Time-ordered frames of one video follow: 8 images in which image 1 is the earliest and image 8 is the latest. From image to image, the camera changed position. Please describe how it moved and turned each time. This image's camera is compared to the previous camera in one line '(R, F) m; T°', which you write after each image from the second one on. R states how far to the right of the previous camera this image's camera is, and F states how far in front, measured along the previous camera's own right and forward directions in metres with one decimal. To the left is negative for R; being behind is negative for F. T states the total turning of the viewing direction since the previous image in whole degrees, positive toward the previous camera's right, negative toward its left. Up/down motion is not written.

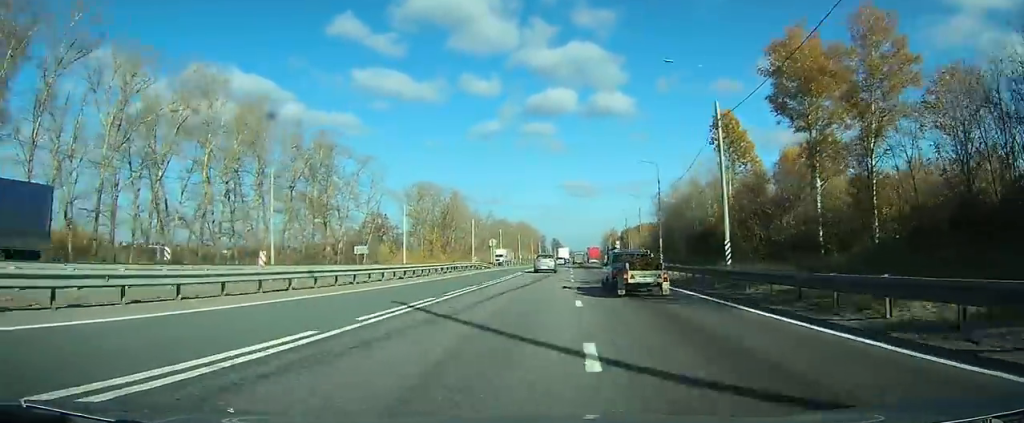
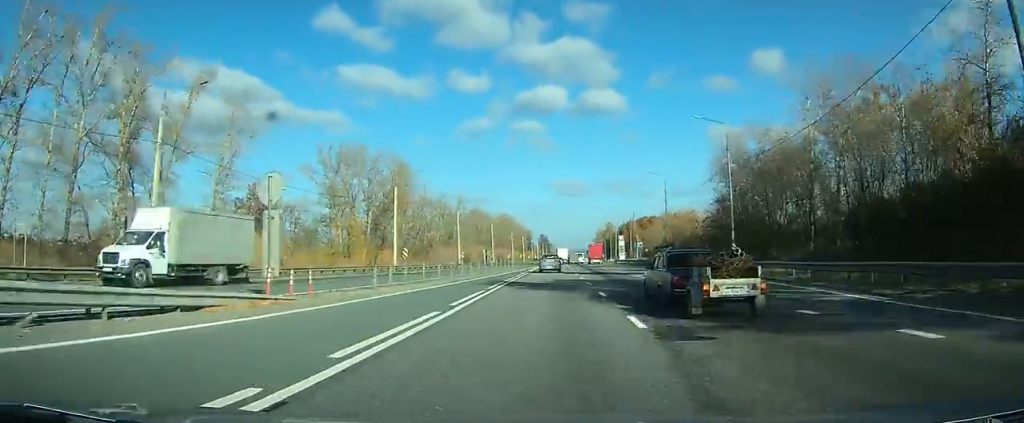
(0.0, +49.7) m; 0°
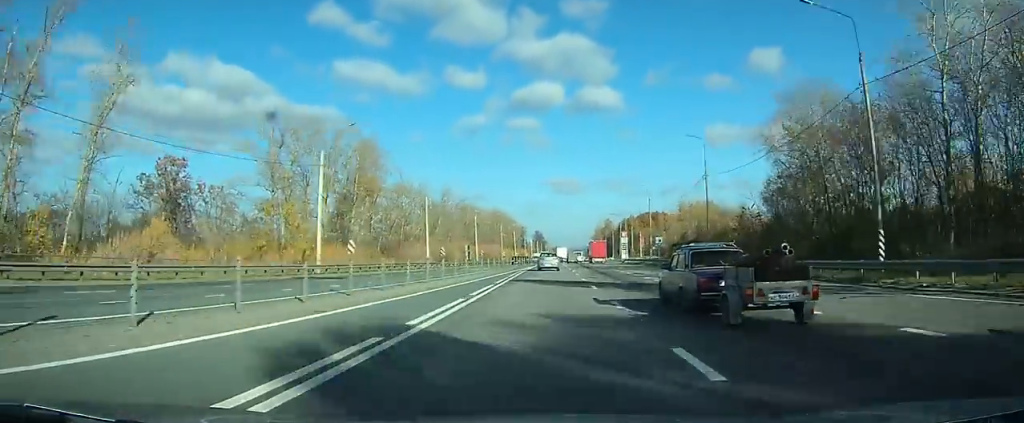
(0.0, +19.4) m; 0°
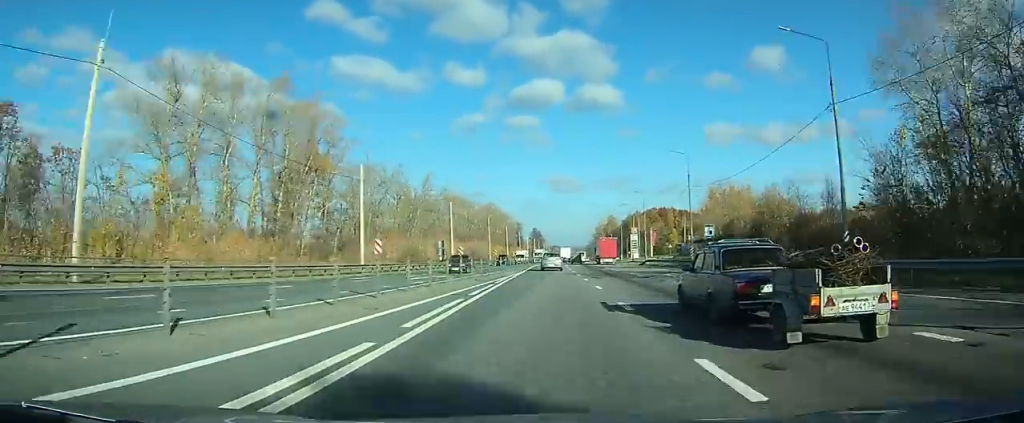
(+0.1, +23.4) m; 0°
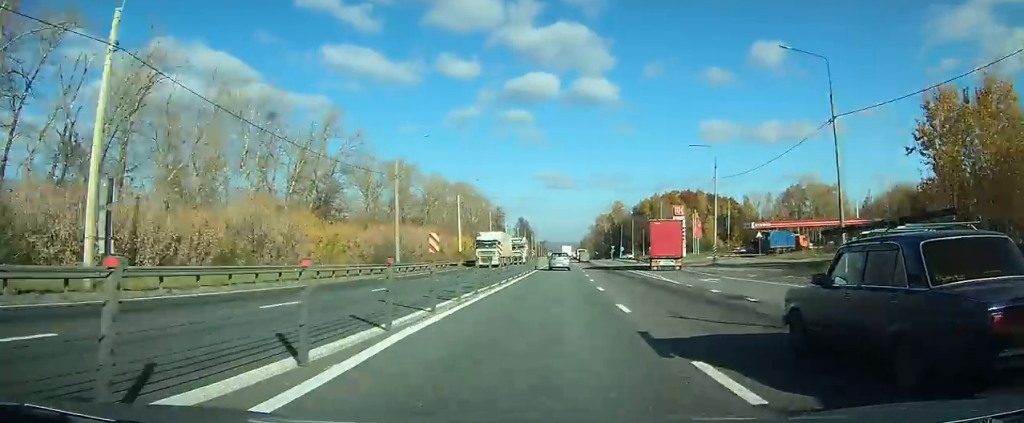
(+0.4, +64.6) m; +1°
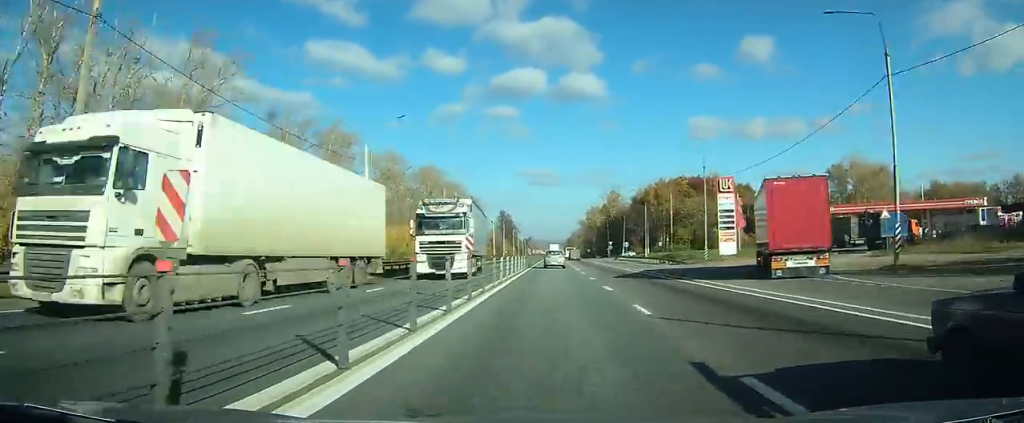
(+0.4, +34.7) m; +1°
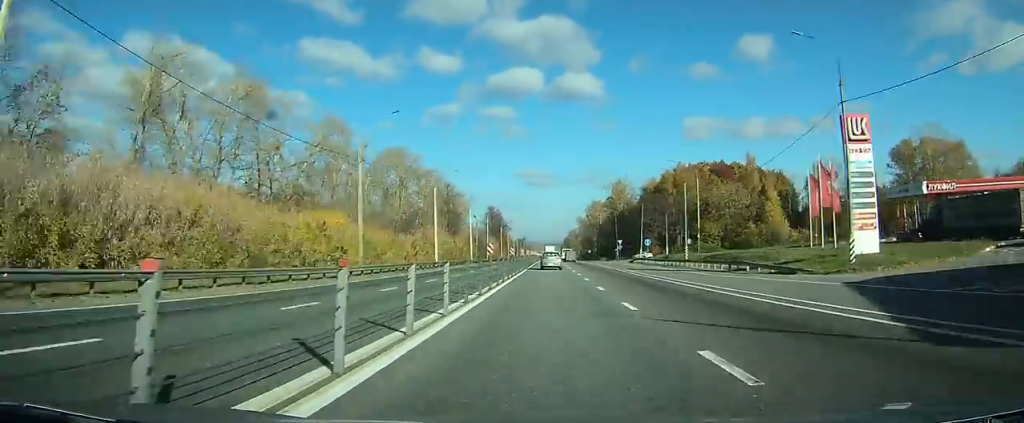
(+0.2, +30.8) m; 0°
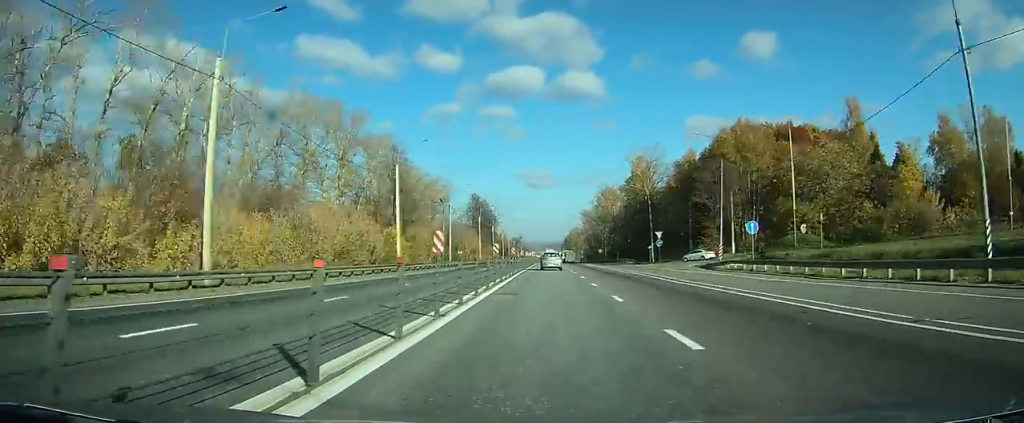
(+0.1, +44.3) m; 0°
